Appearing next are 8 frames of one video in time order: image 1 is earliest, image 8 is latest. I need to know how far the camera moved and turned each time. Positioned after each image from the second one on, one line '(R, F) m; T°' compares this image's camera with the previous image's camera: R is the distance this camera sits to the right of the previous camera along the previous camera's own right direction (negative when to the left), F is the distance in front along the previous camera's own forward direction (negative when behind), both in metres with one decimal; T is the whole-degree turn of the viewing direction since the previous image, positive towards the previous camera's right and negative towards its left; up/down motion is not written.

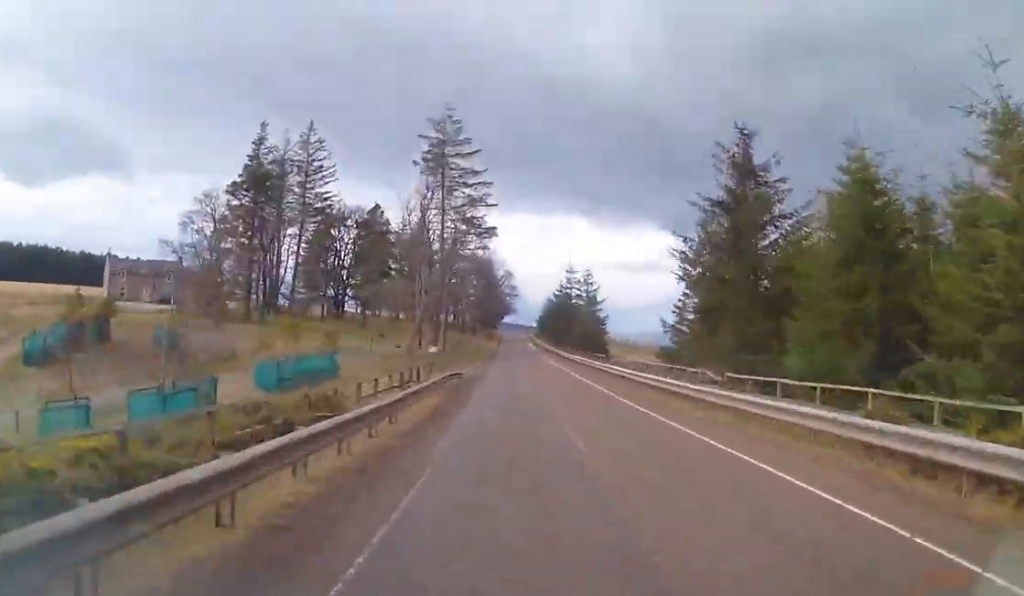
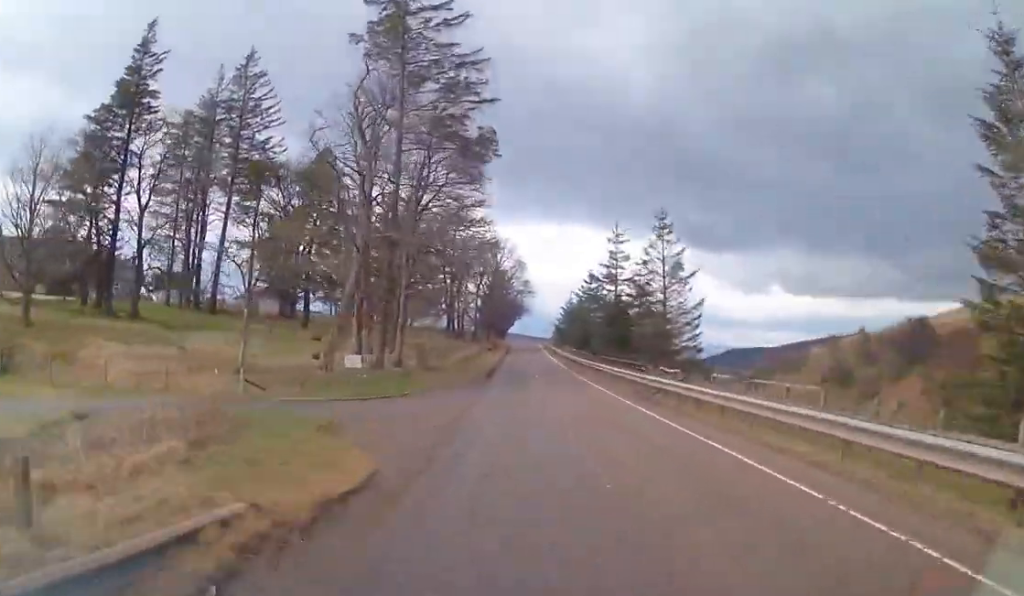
(+0.1, +28.1) m; 0°
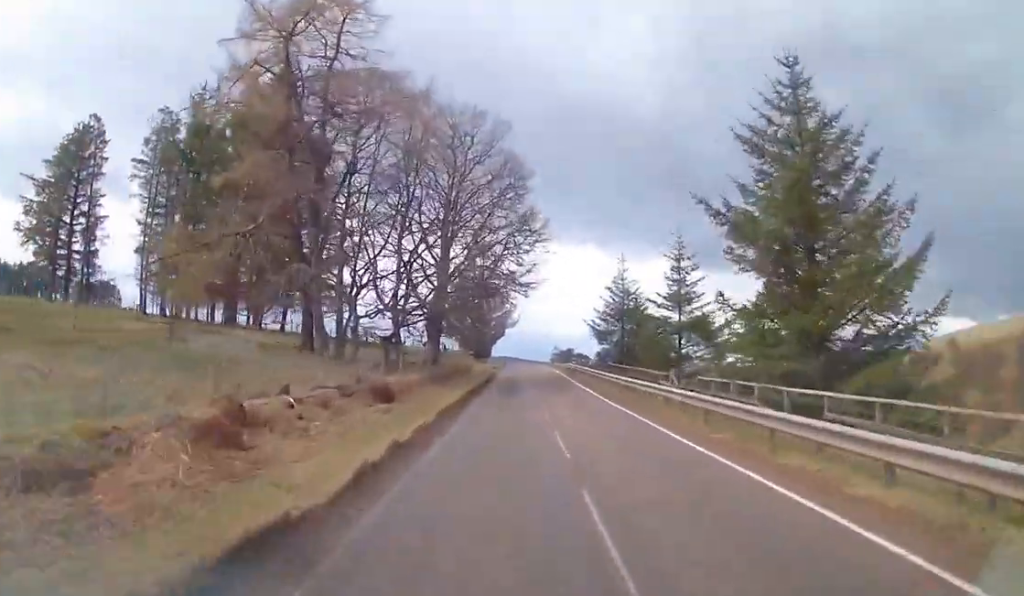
(0.0, +58.9) m; 0°
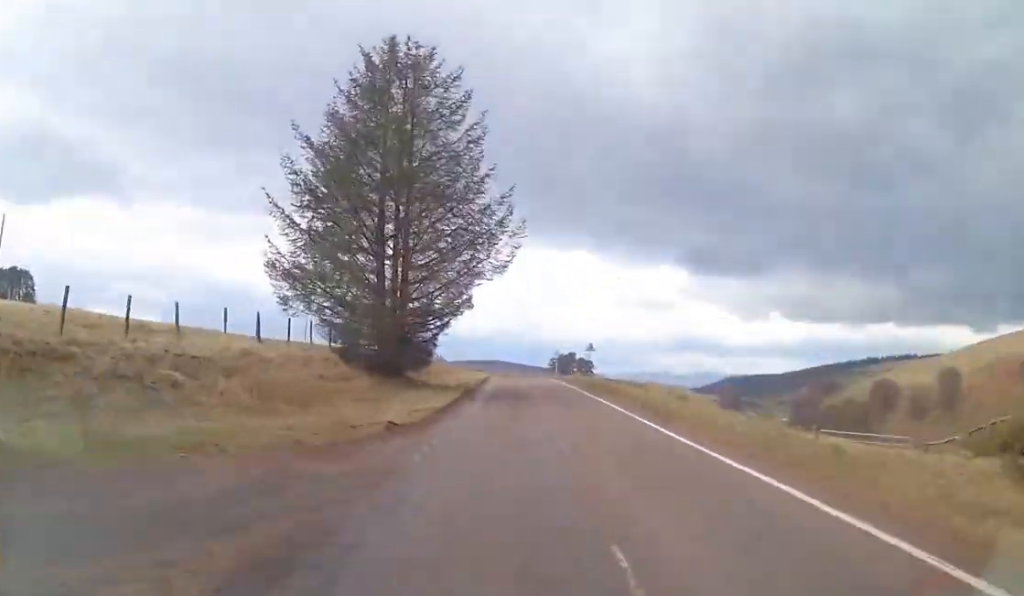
(+0.3, +54.2) m; 0°
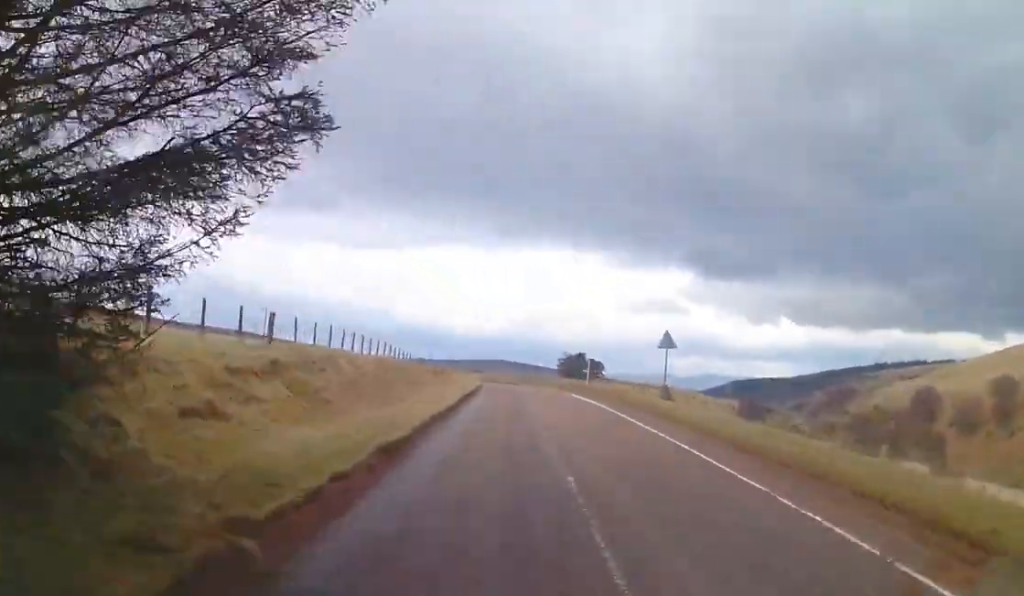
(+0.8, +24.6) m; 0°
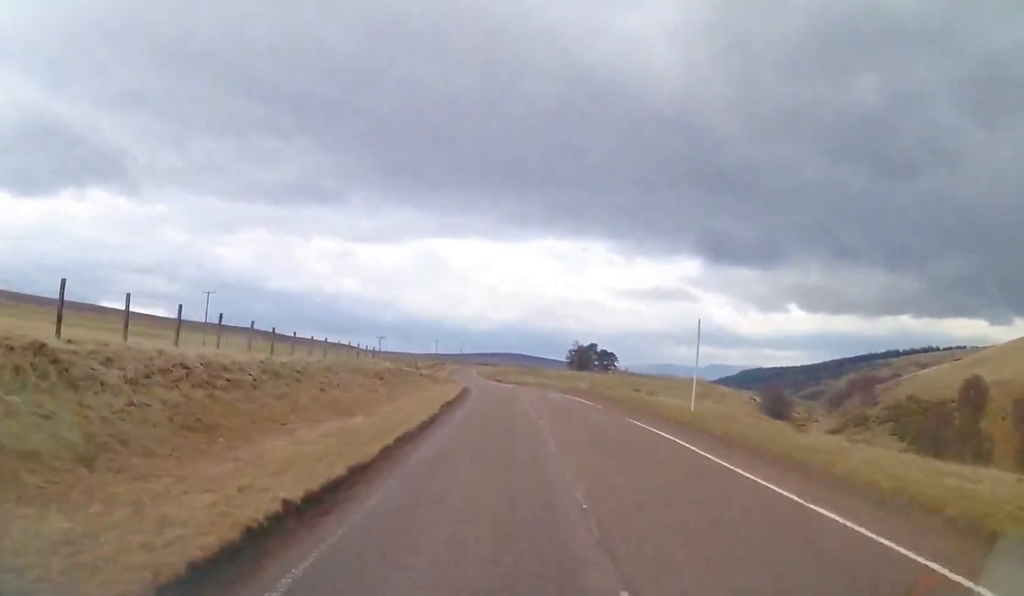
(-0.2, +22.9) m; -1°
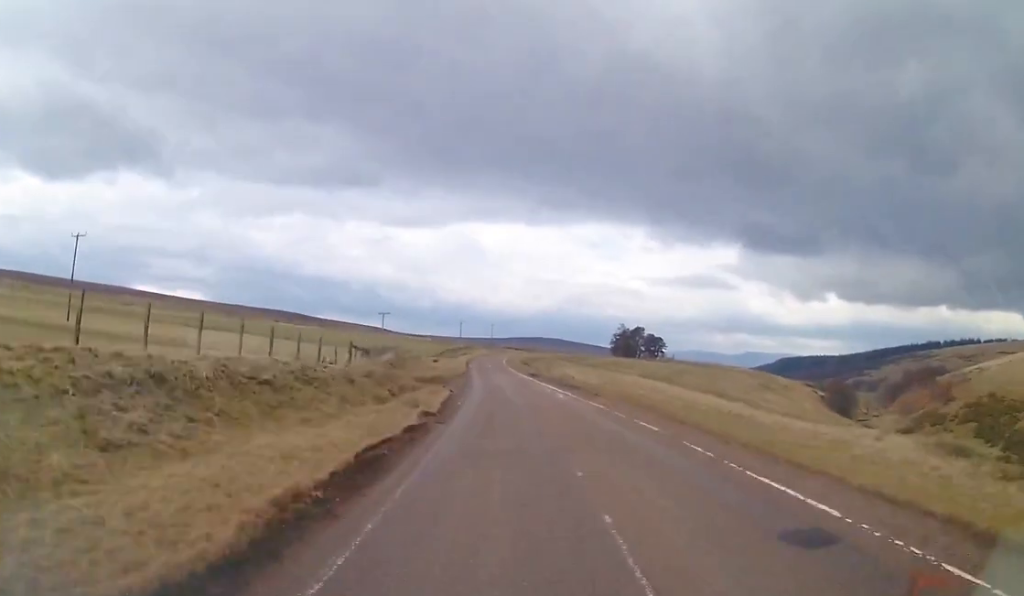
(-1.0, +34.1) m; -3°
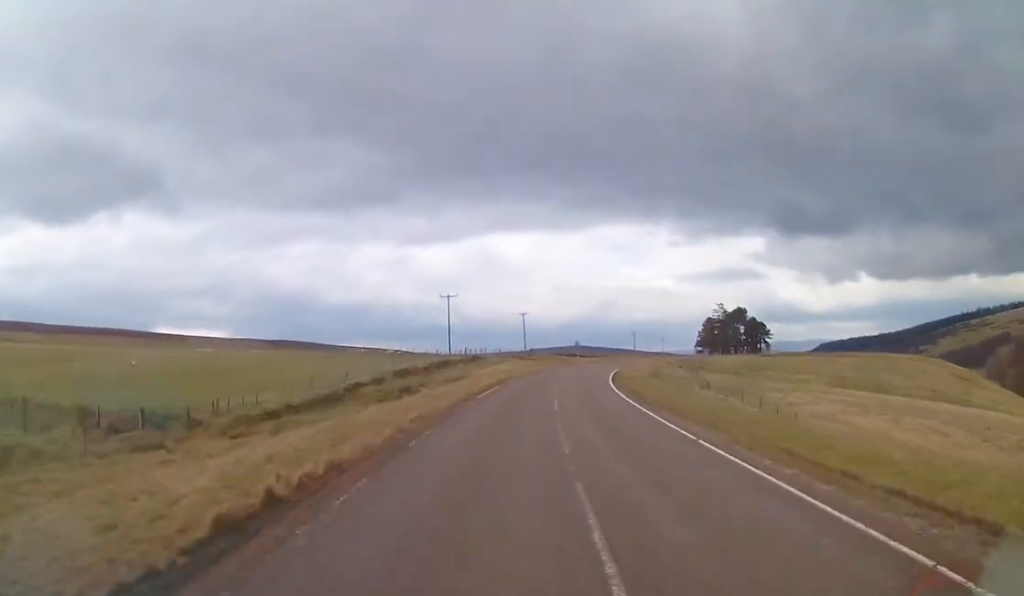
(-4.7, +101.1) m; +3°
